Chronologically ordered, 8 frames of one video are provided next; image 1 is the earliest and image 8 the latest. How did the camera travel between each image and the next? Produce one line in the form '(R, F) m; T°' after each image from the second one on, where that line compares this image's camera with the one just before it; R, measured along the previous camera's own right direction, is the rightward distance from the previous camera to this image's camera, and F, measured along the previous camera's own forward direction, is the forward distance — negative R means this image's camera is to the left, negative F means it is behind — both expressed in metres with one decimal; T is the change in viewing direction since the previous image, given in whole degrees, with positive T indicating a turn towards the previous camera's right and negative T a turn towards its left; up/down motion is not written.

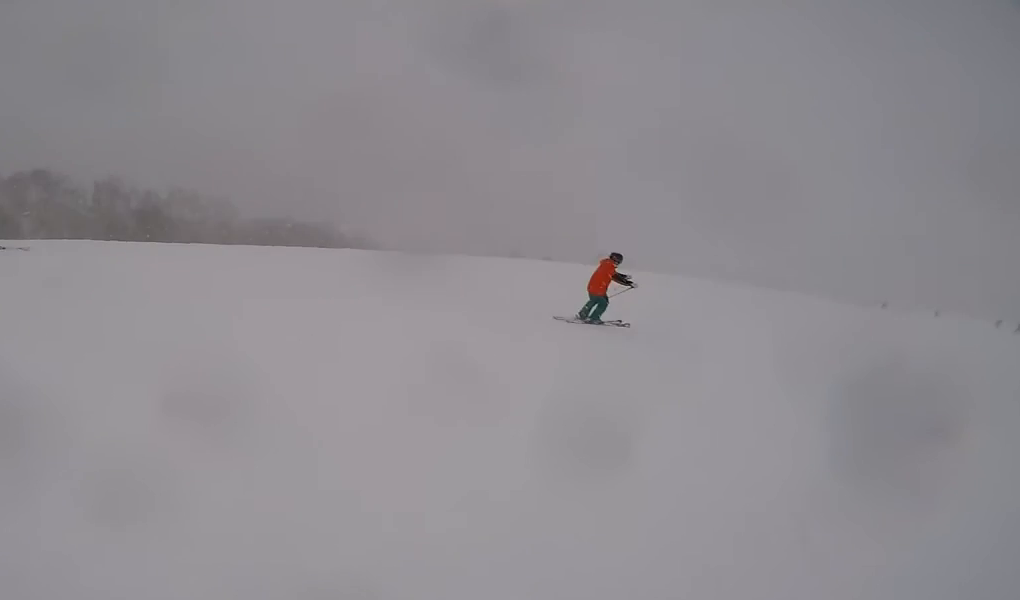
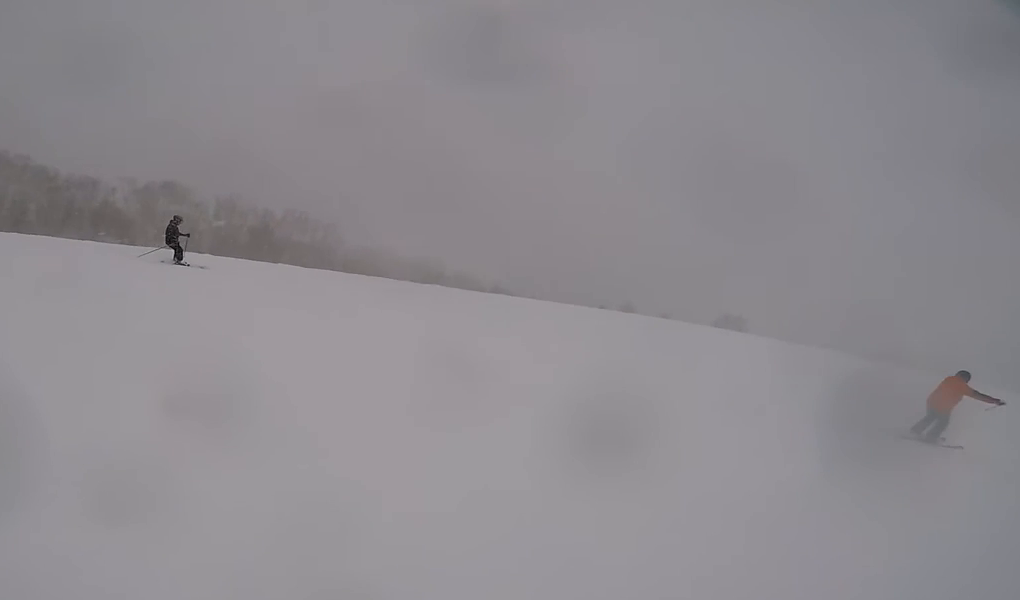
(0.0, +2.1) m; -2°
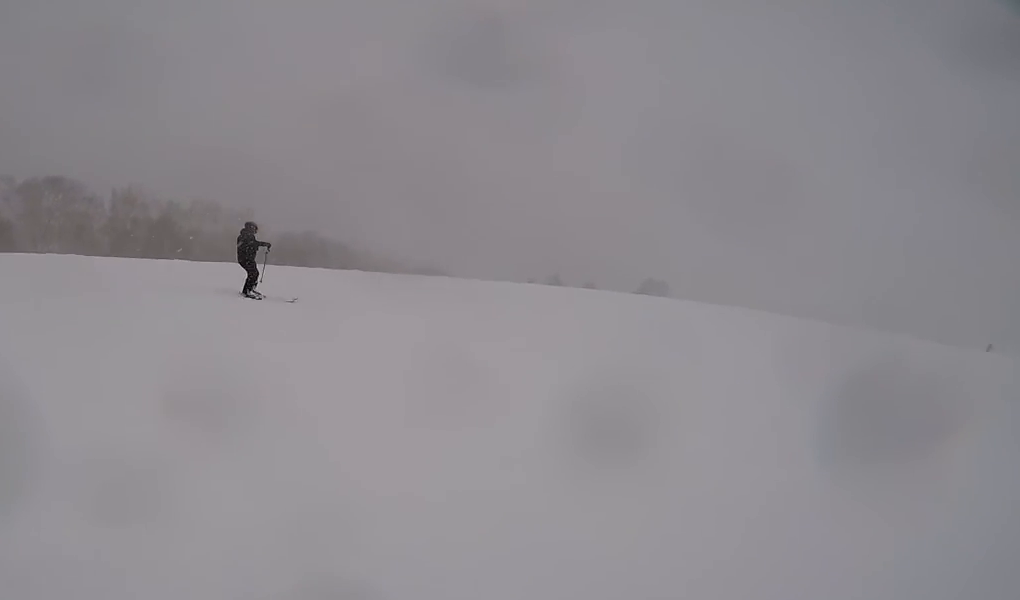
(-0.1, +3.3) m; +1°
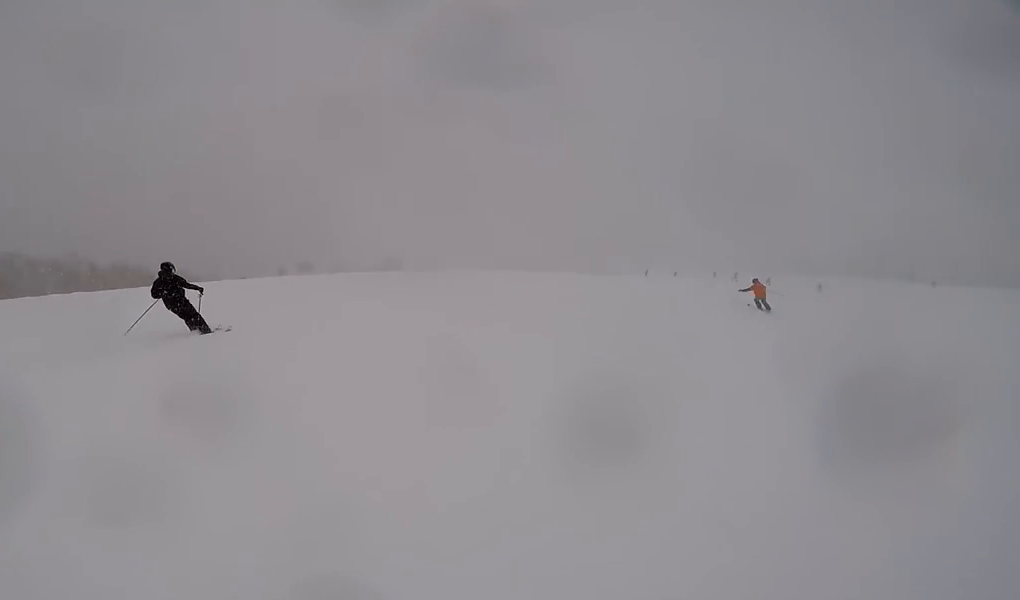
(0.0, +2.1) m; +3°
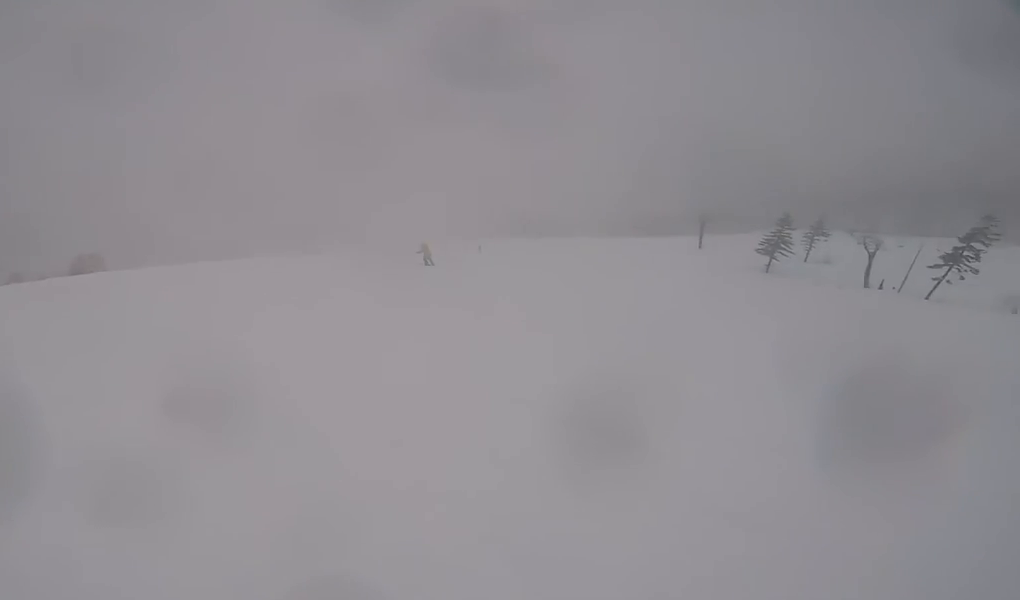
(0.0, +1.6) m; +4°
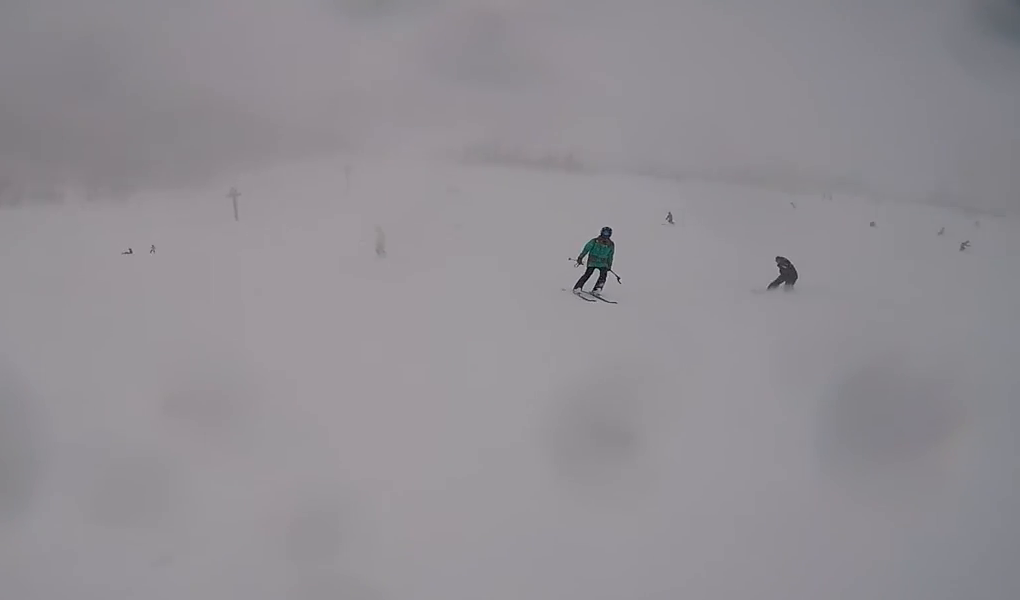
(+0.5, +4.6) m; +11°
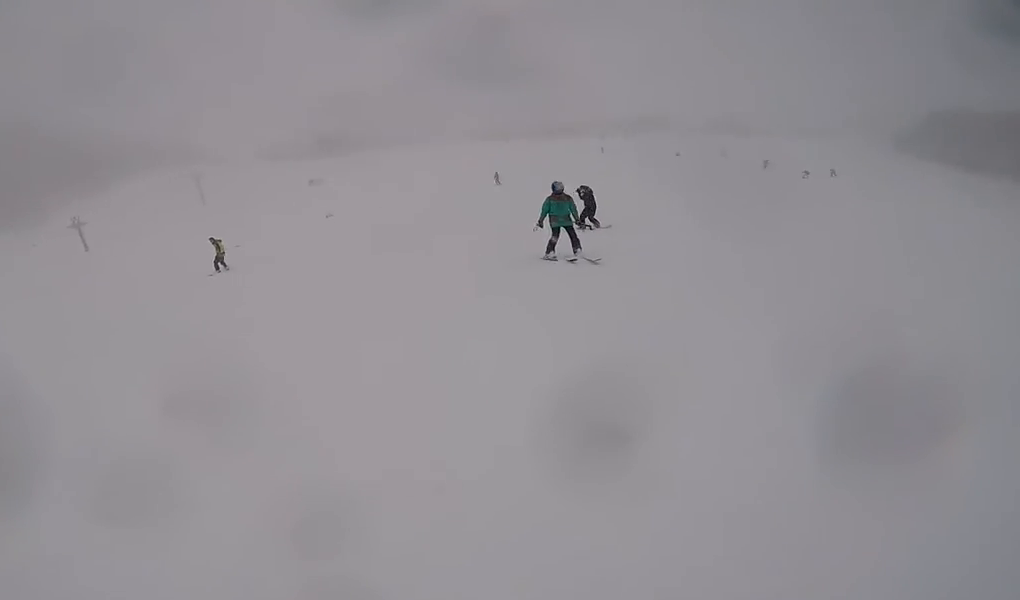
(+0.1, +1.8) m; -1°
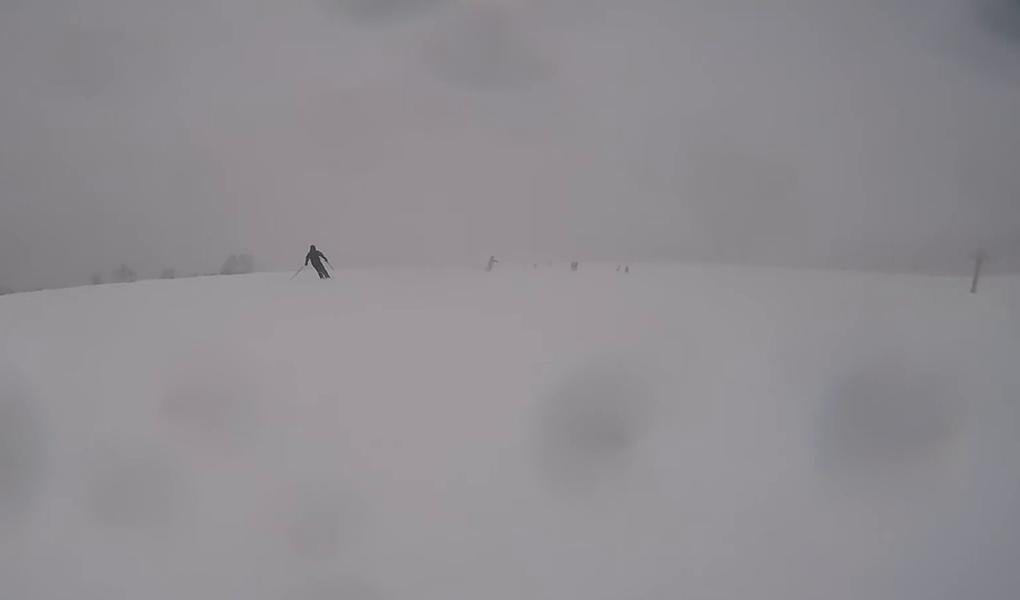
(-0.2, +3.2) m; -11°
